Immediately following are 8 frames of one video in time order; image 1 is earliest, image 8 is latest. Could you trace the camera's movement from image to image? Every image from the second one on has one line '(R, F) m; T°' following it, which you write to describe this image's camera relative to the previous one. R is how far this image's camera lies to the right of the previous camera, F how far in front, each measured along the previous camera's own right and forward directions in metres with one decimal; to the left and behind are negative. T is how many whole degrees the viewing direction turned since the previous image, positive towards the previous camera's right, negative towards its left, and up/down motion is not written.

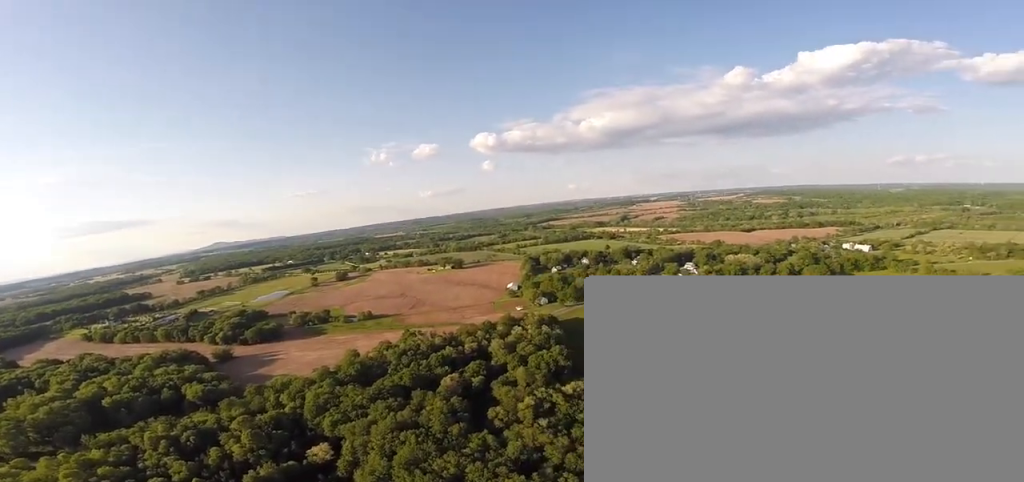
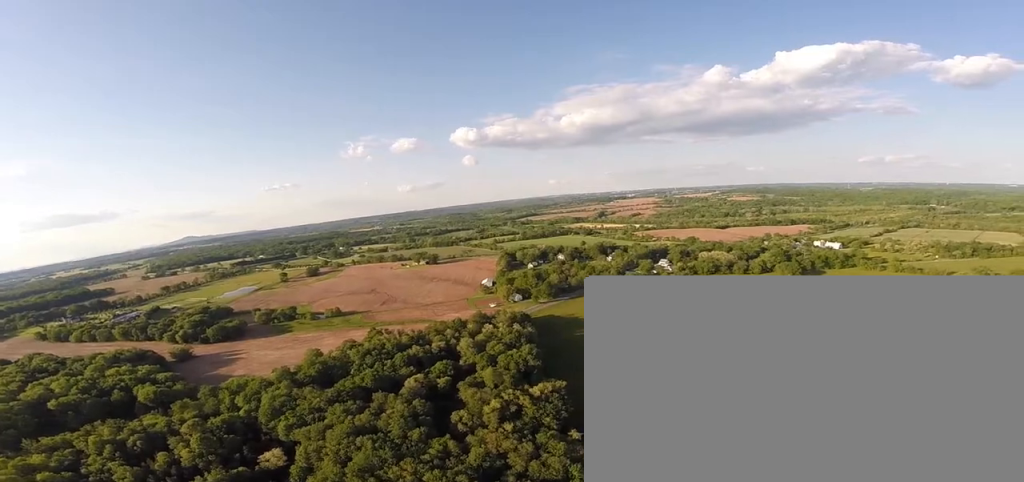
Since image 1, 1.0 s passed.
(-0.1, +8.3) m; +1°
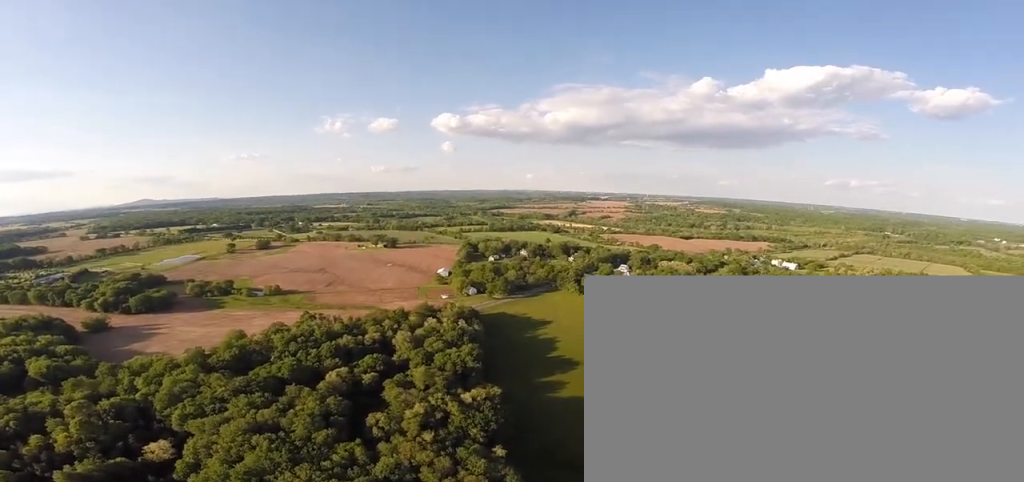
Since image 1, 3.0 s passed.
(+1.6, +20.3) m; +7°
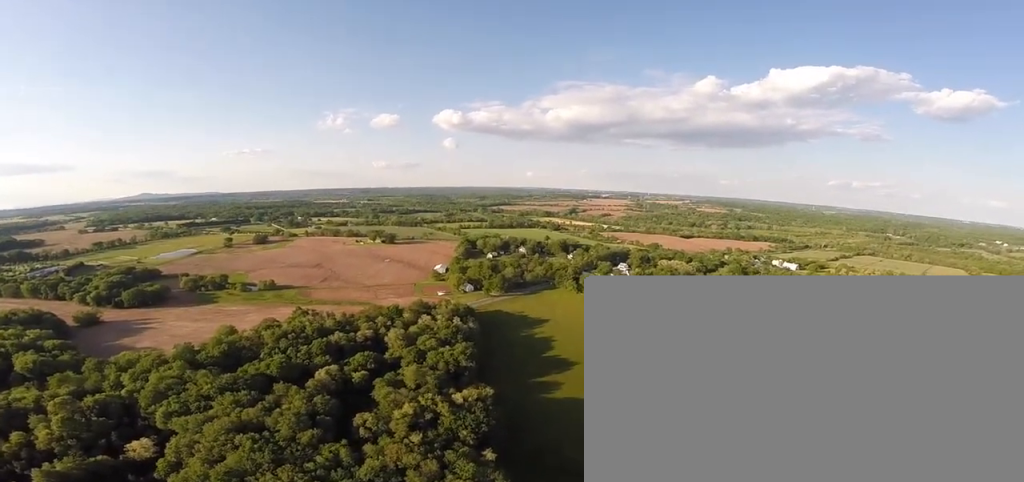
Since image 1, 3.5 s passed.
(-0.1, +6.2) m; -1°
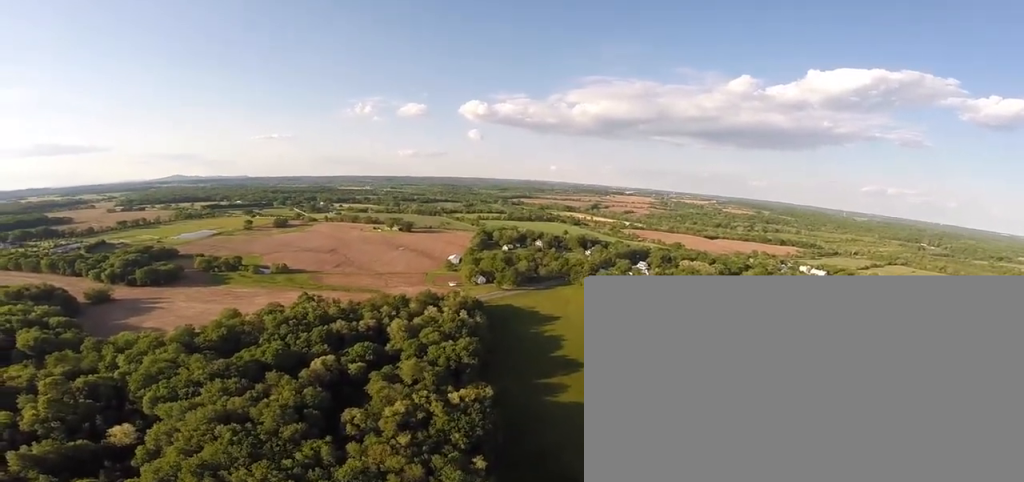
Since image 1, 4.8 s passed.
(-0.4, +11.3) m; -7°
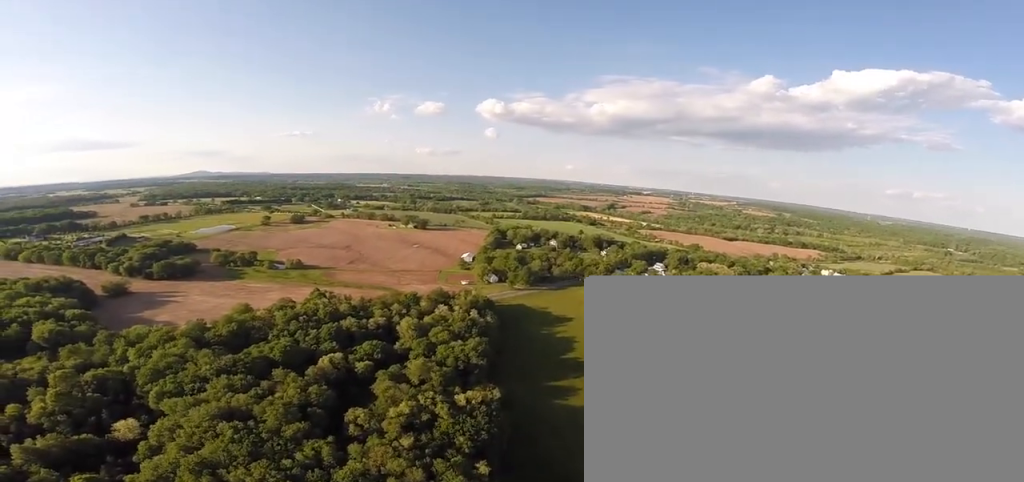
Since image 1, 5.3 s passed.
(-0.3, +4.6) m; -2°
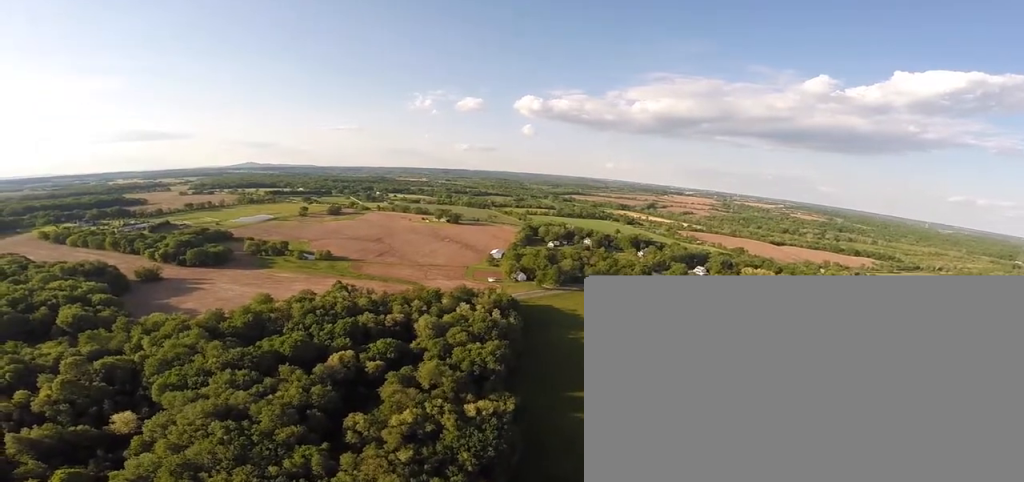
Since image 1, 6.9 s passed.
(-1.0, +14.8) m; -10°
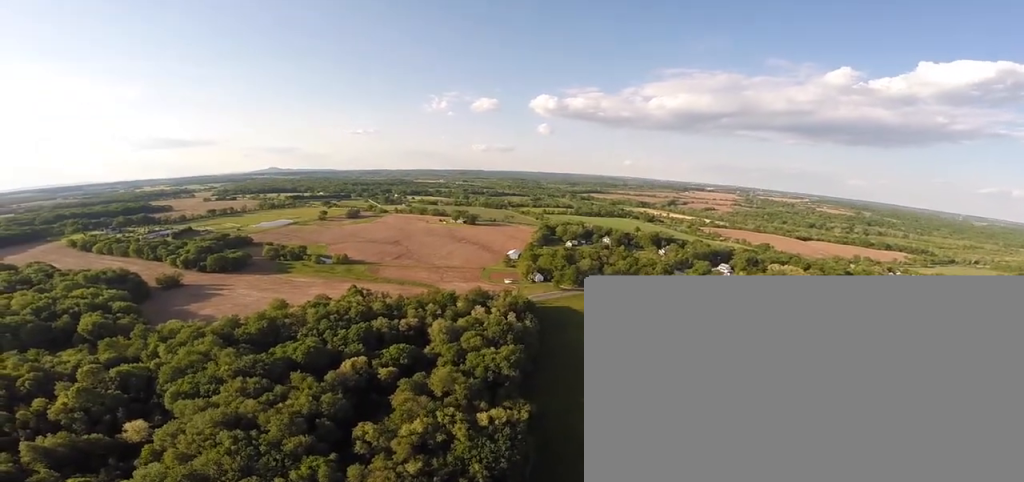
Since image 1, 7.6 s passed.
(-0.5, +6.3) m; -5°
